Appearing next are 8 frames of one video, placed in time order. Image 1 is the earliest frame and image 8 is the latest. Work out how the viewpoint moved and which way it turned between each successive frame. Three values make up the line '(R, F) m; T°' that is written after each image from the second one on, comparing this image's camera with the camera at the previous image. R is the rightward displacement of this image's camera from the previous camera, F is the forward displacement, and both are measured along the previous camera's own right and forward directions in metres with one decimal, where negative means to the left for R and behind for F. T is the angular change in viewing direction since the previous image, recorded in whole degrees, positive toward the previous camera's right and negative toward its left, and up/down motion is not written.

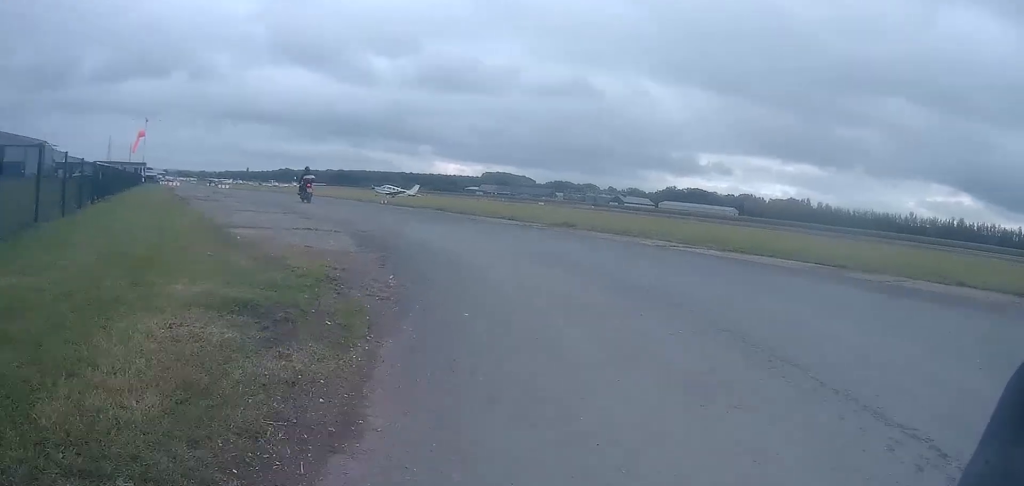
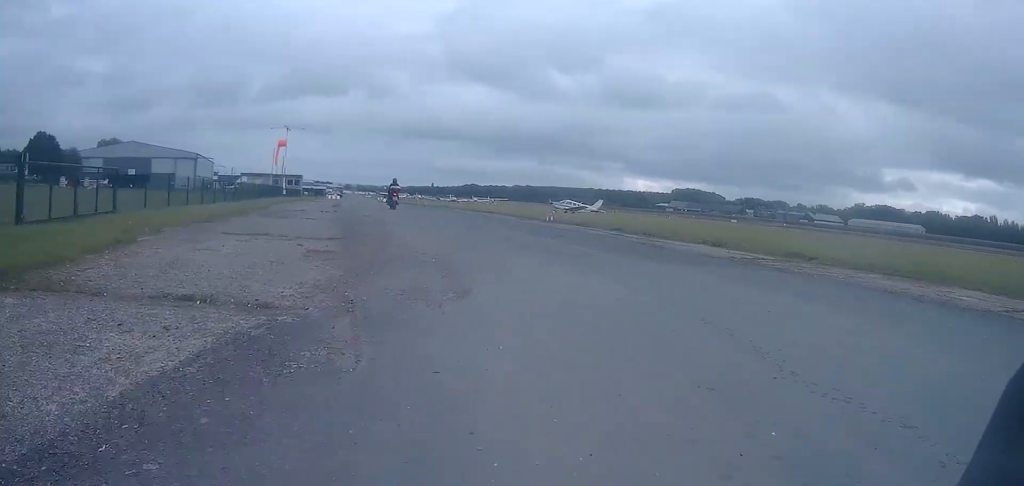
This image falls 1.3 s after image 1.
(-1.5, +9.1) m; -16°
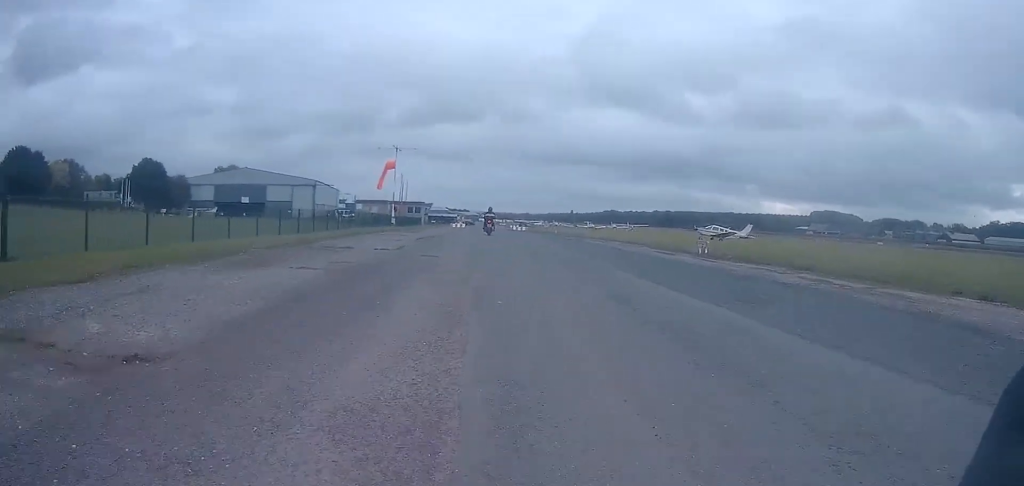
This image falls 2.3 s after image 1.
(-0.8, +8.6) m; -10°
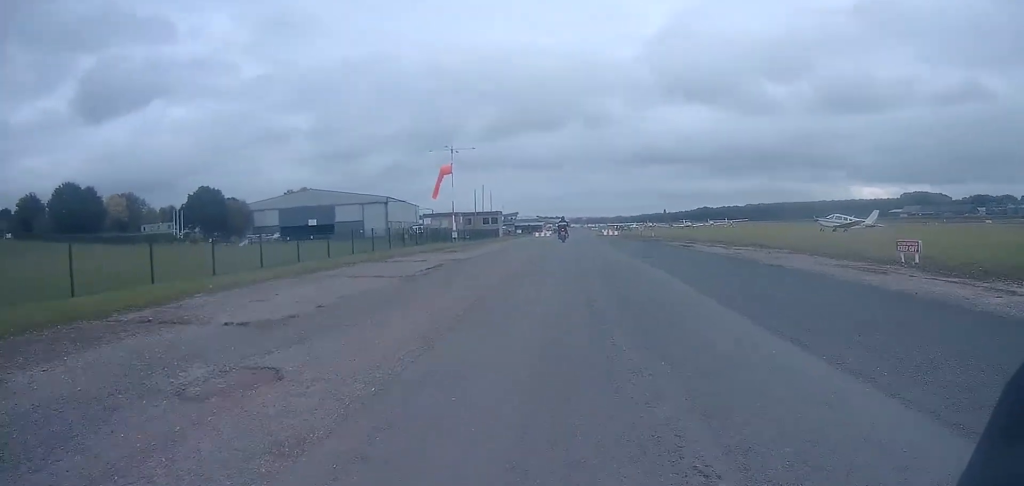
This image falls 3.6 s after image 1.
(-1.2, +11.8) m; -10°
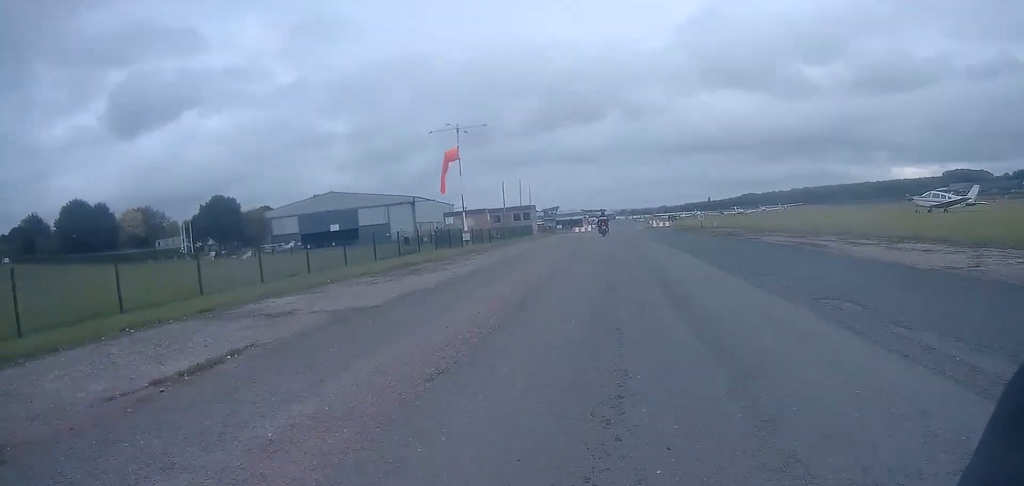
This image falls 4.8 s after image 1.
(-0.8, +11.8) m; -5°
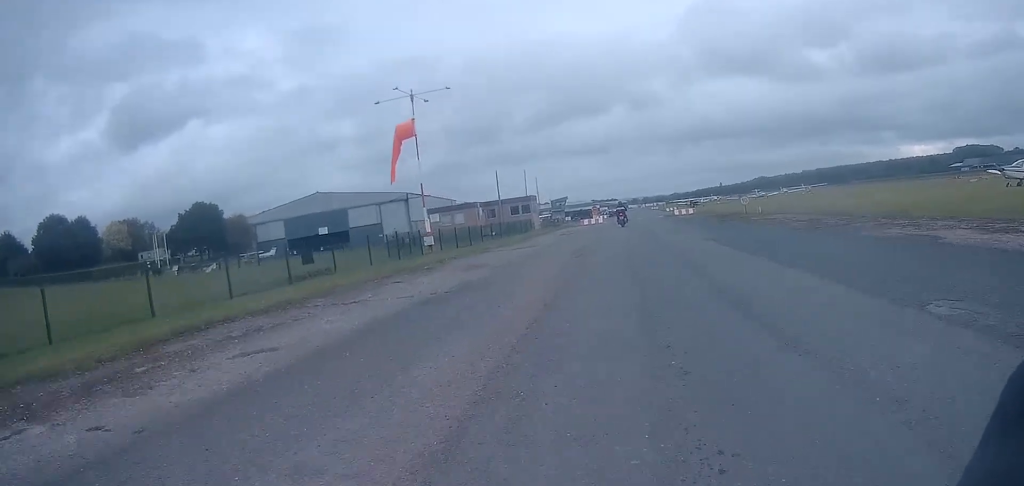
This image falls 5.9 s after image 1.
(-0.3, +12.3) m; -1°
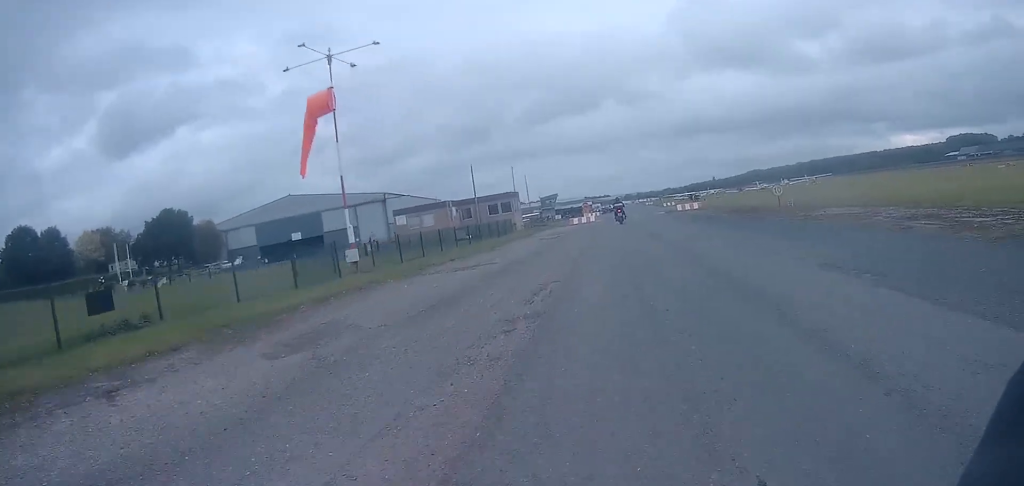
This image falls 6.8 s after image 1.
(0.0, +9.1) m; 0°
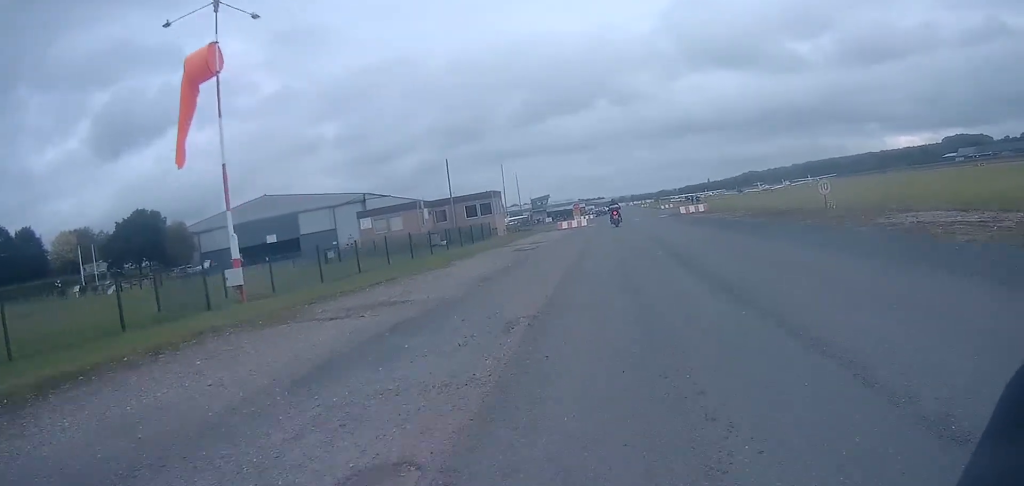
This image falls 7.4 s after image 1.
(0.0, +7.2) m; 0°
